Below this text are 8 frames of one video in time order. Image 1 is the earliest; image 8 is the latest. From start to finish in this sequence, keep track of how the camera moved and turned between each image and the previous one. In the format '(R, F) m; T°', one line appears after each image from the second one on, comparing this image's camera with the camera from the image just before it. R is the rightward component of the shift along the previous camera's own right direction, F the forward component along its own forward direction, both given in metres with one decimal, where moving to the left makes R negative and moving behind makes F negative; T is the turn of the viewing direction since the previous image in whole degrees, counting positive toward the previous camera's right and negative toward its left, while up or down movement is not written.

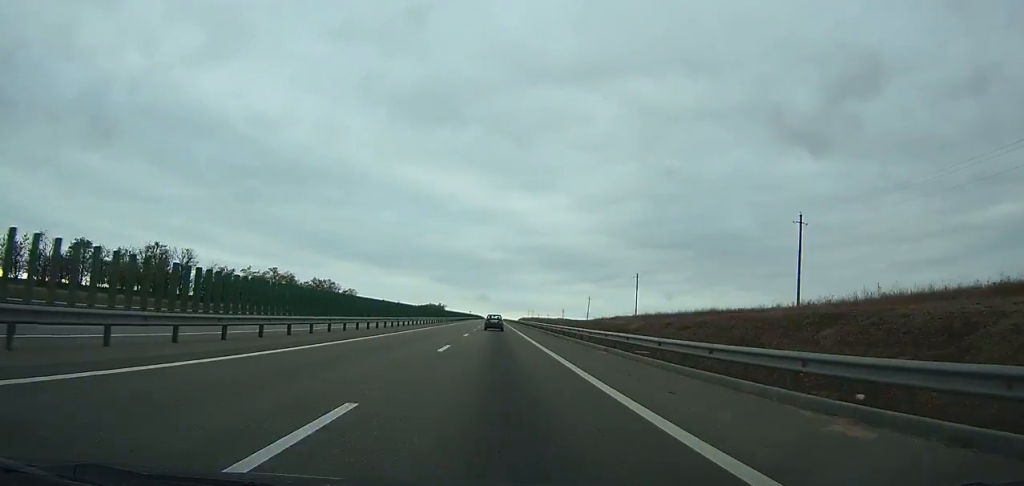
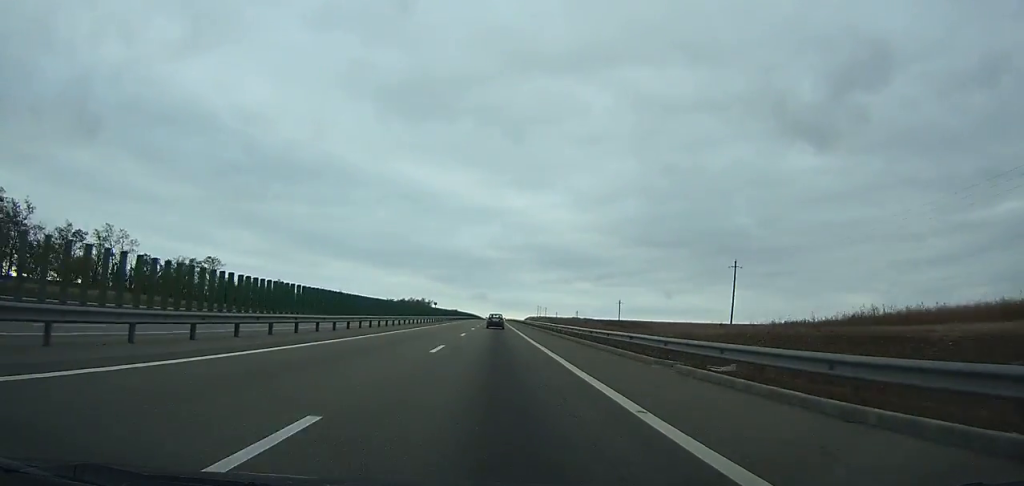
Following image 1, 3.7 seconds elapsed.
(+0.1, +113.1) m; 0°
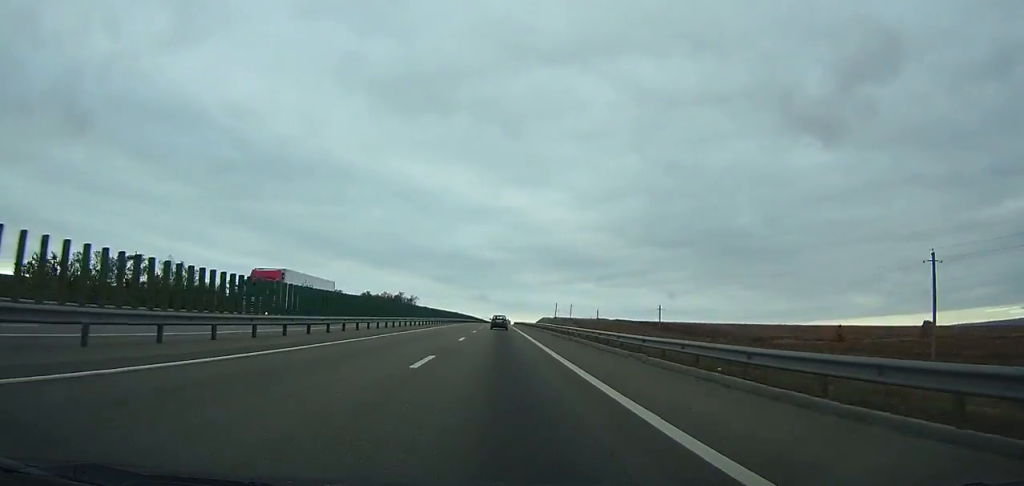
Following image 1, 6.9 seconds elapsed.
(-0.2, +98.8) m; 0°
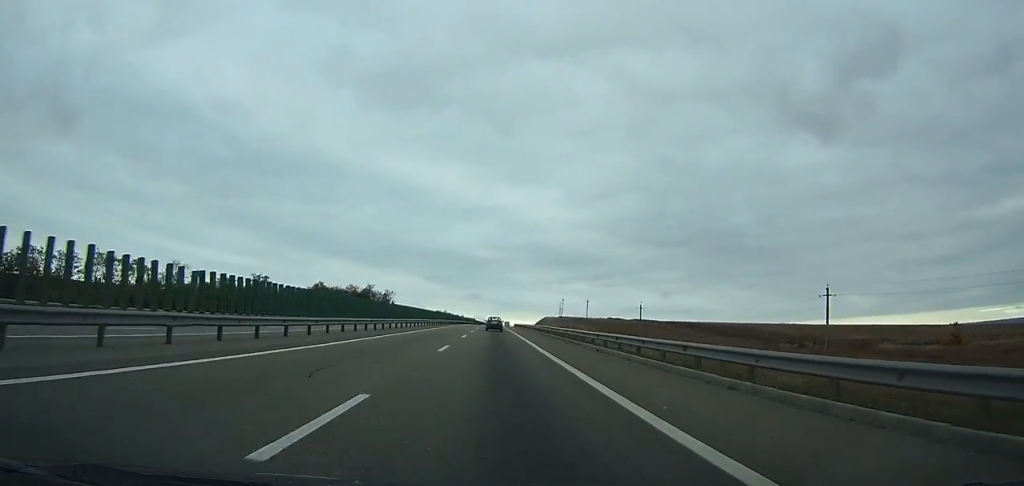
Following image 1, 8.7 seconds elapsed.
(-0.1, +55.8) m; 0°
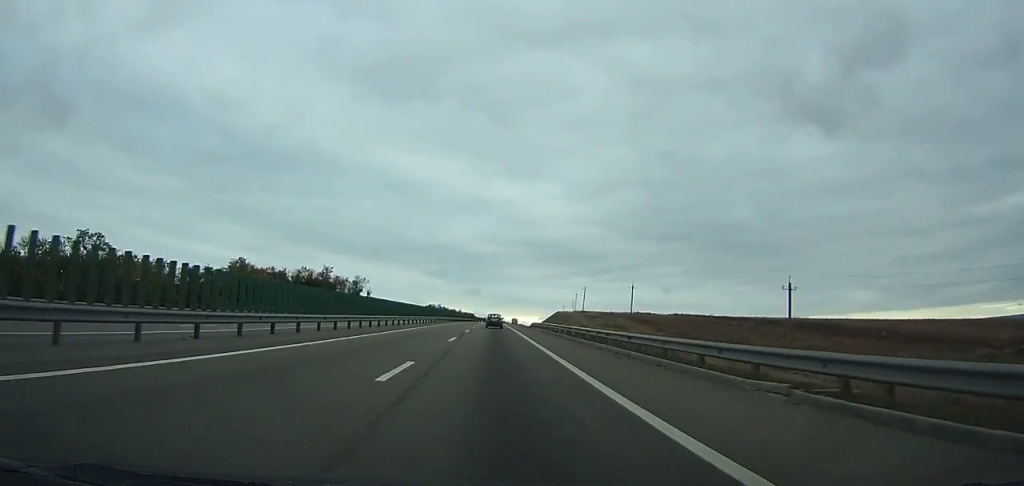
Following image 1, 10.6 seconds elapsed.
(0.0, +58.8) m; 0°
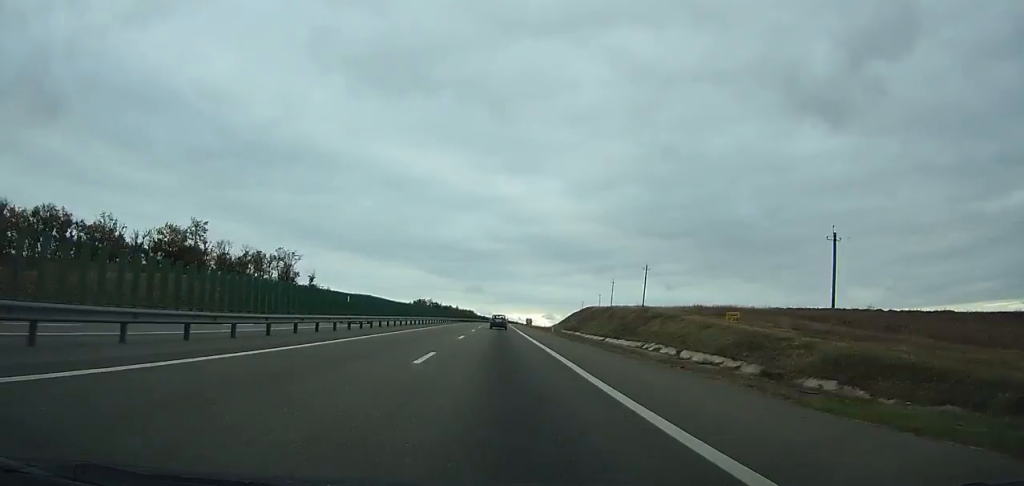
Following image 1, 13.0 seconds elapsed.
(+0.1, +74.4) m; 0°
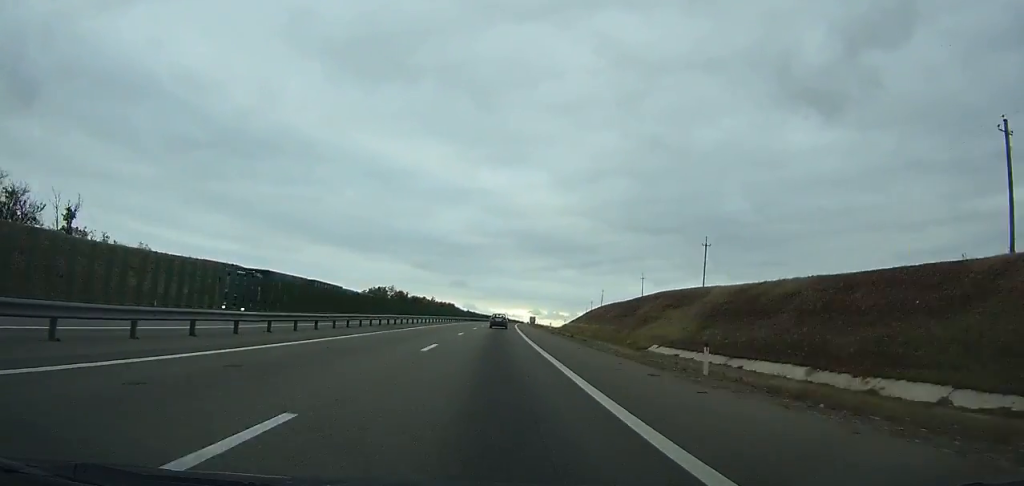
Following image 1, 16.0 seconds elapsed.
(+0.3, +92.9) m; +1°
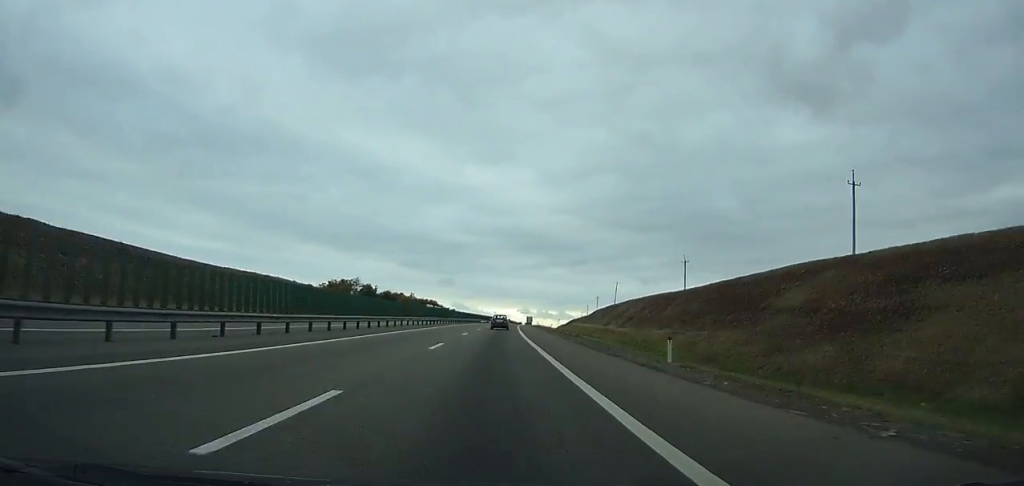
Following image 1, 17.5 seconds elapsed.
(0.0, +46.5) m; +1°
